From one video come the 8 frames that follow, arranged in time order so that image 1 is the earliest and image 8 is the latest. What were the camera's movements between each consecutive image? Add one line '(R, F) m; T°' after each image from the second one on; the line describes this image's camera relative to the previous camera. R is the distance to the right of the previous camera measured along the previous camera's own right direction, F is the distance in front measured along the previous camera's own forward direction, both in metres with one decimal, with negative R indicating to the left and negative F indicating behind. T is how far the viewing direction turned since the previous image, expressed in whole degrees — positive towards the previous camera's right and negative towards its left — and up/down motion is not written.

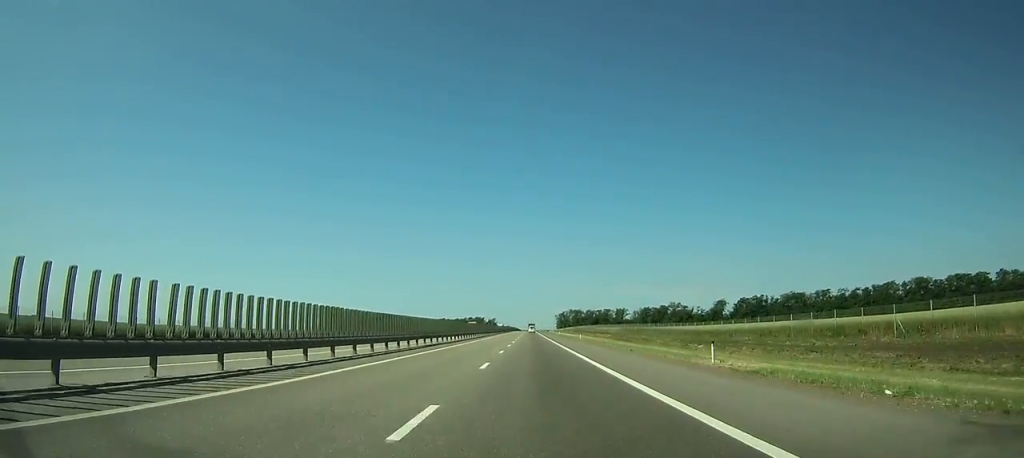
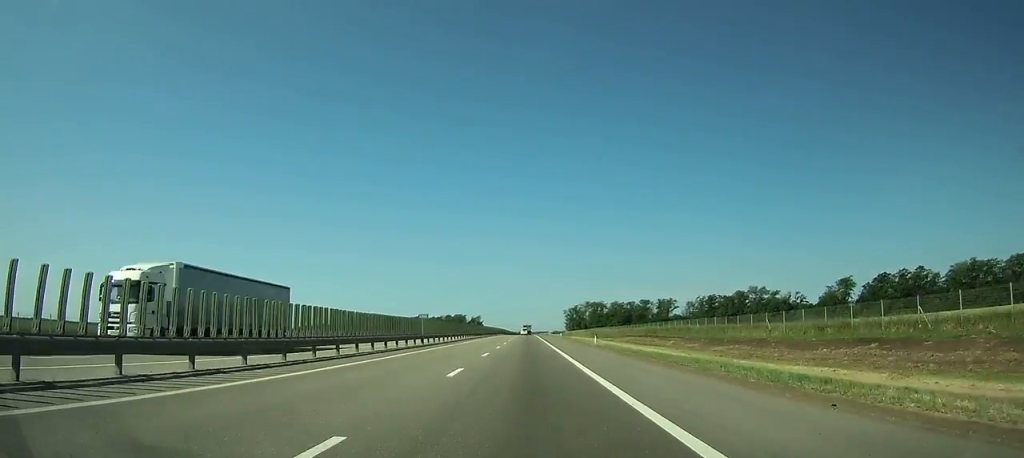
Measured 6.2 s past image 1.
(-1.1, +178.7) m; 0°
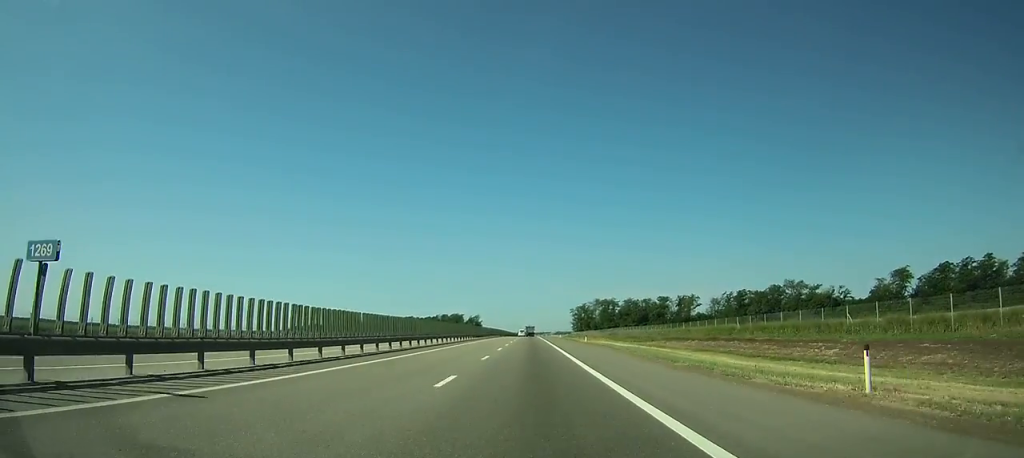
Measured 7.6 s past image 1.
(0.0, +39.1) m; 0°
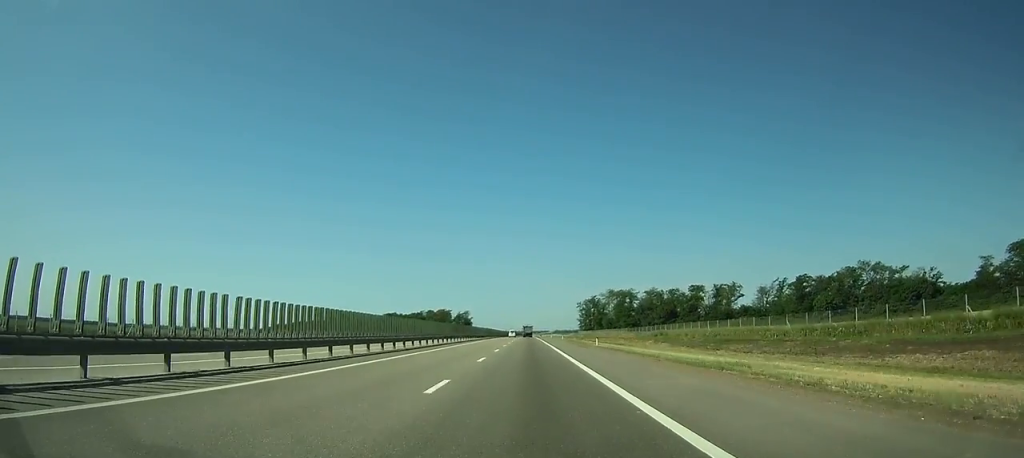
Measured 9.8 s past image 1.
(+0.1, +60.7) m; 0°
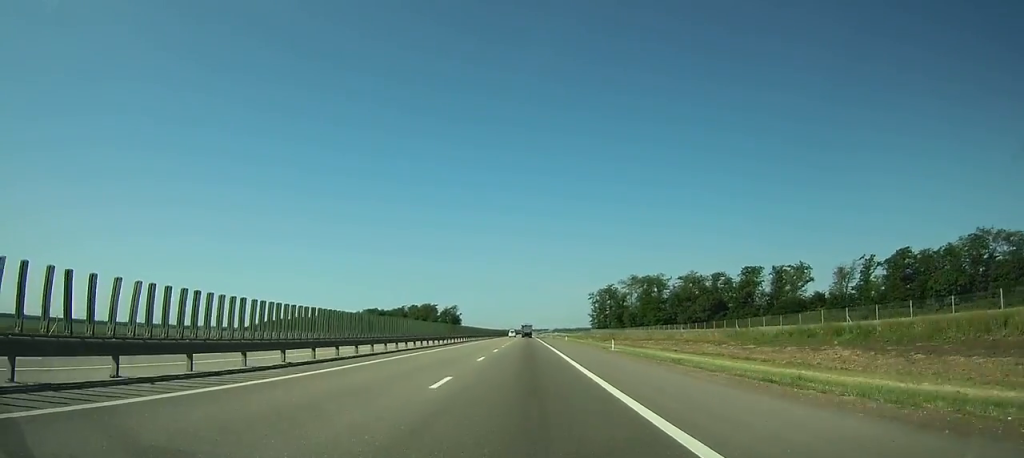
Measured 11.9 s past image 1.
(+0.1, +57.0) m; 0°
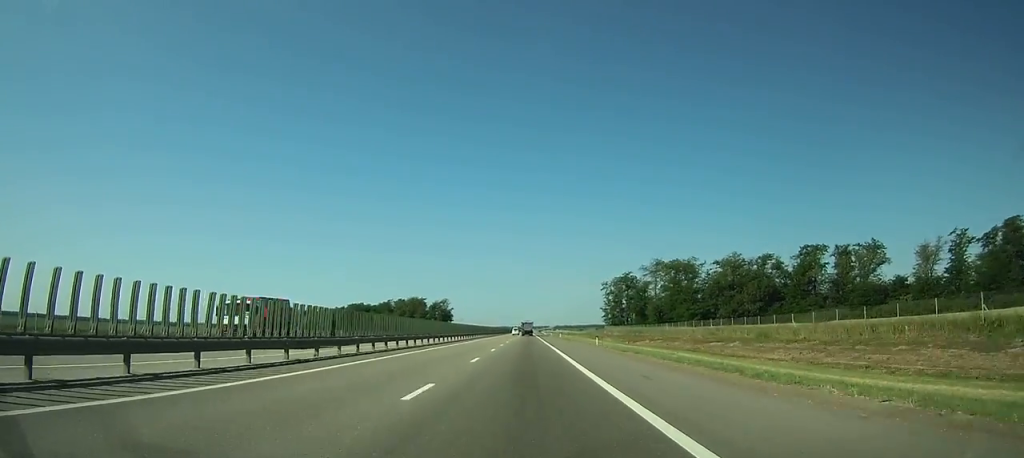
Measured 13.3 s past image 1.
(0.0, +37.5) m; 0°
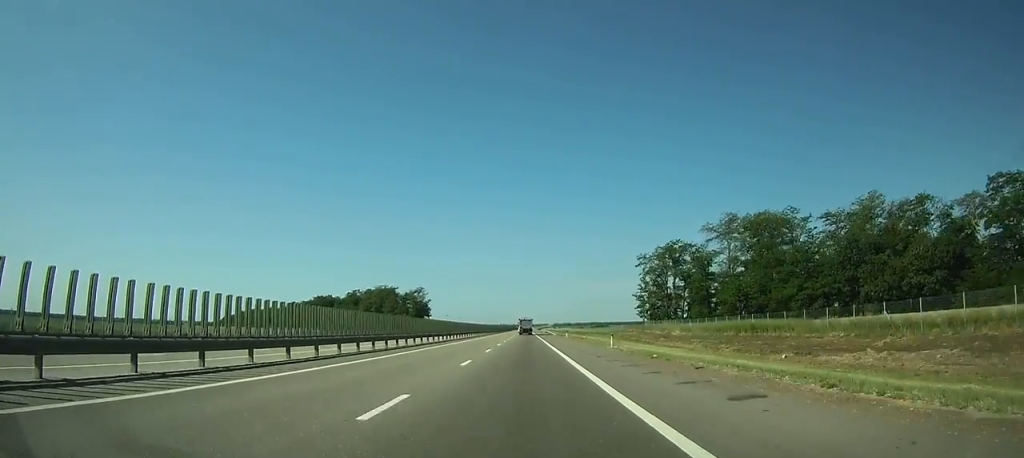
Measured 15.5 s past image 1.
(0.0, +59.6) m; 0°
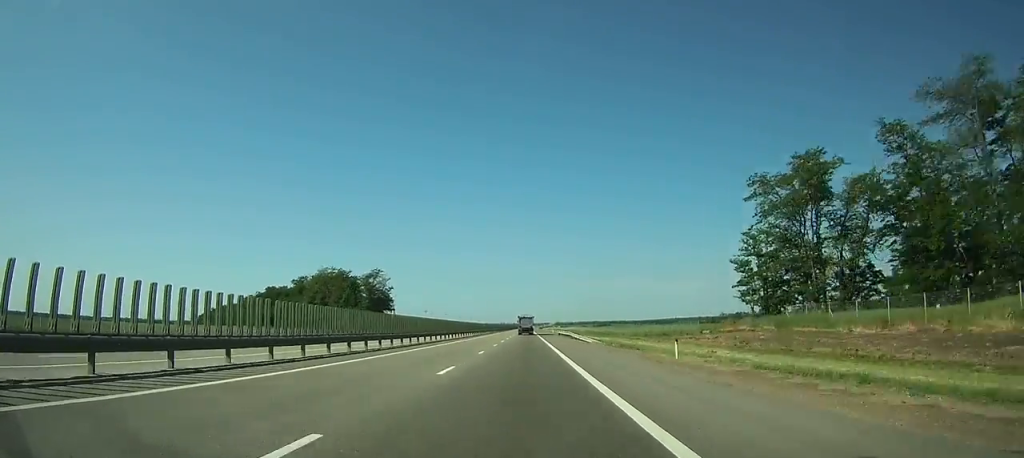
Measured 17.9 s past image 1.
(+0.1, +66.9) m; 0°
